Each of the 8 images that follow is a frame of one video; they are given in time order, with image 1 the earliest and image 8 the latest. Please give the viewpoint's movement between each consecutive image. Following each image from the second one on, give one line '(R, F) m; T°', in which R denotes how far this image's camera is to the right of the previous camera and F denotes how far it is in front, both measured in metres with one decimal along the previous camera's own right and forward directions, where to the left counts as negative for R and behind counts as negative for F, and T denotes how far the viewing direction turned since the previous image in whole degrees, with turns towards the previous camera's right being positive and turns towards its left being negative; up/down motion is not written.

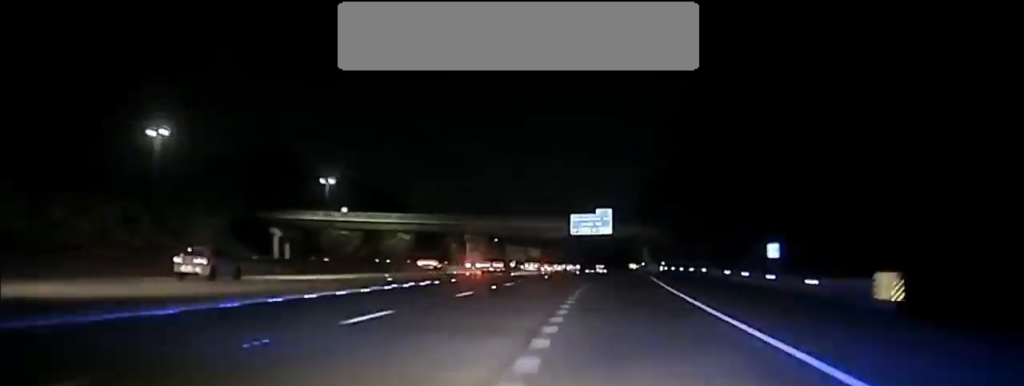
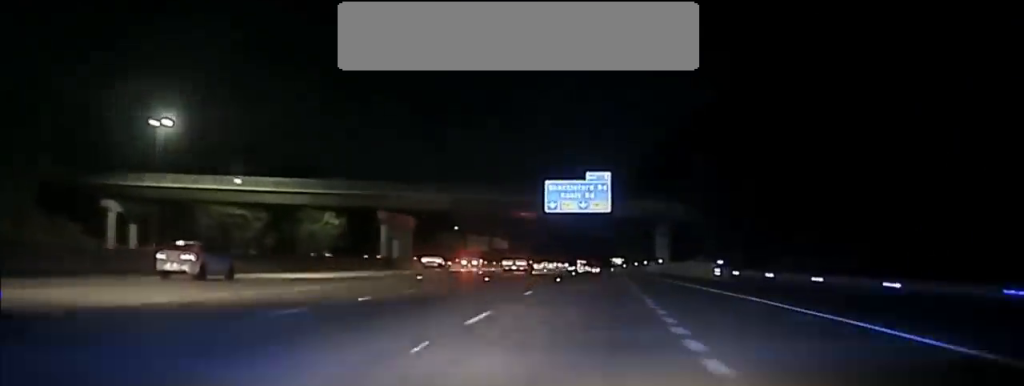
(+0.2, +43.3) m; +1°
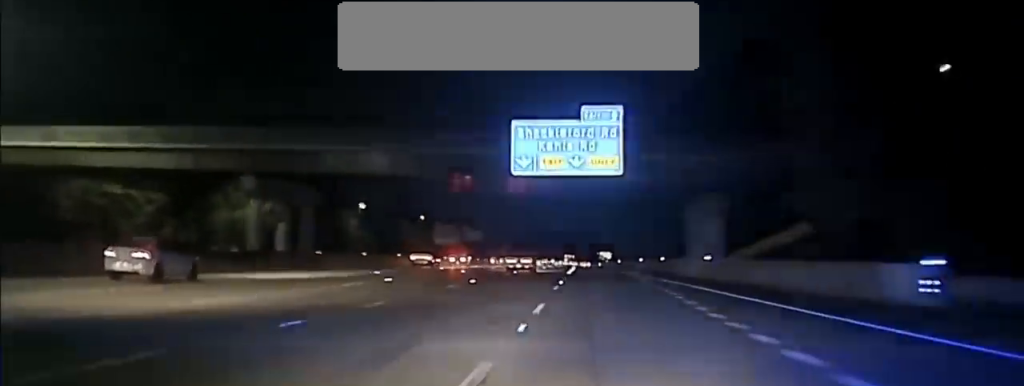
(+0.3, +28.2) m; +1°
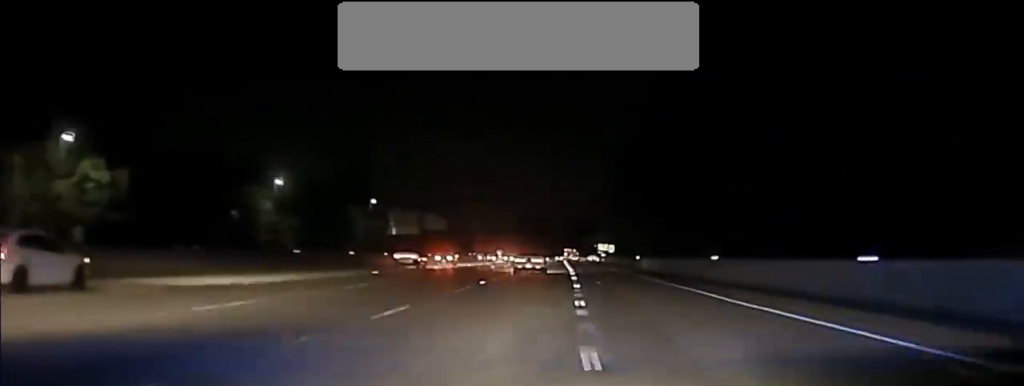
(+0.5, +47.1) m; +1°
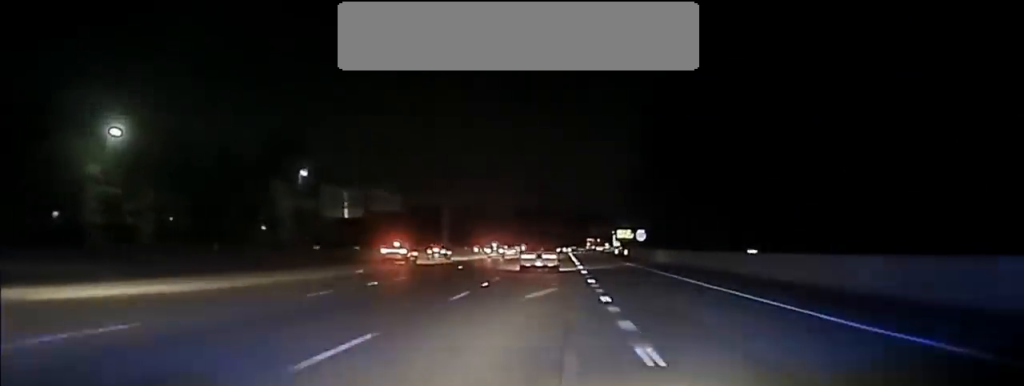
(+0.5, +55.1) m; 0°
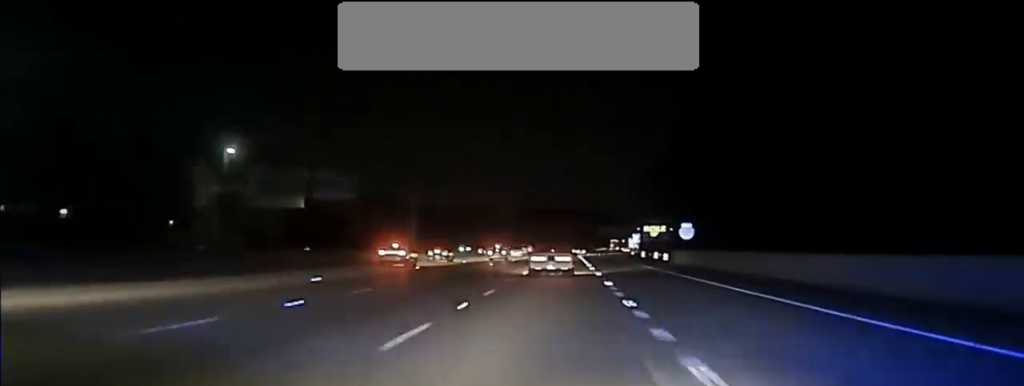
(-0.3, +38.0) m; -1°
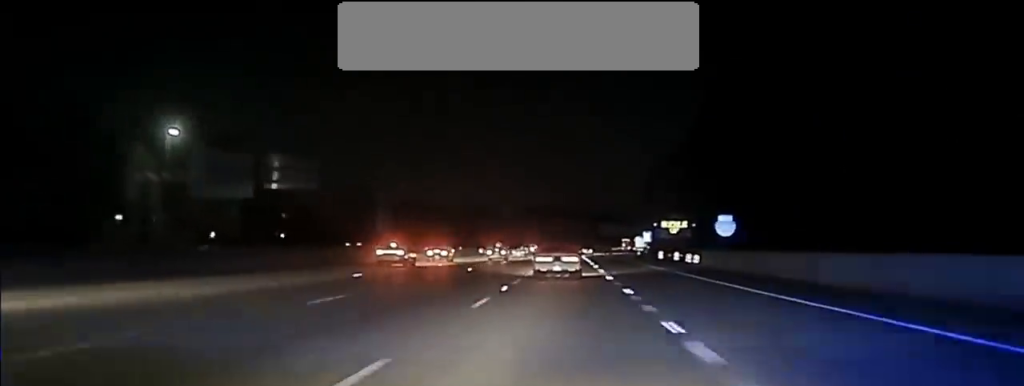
(0.0, +21.3) m; 0°
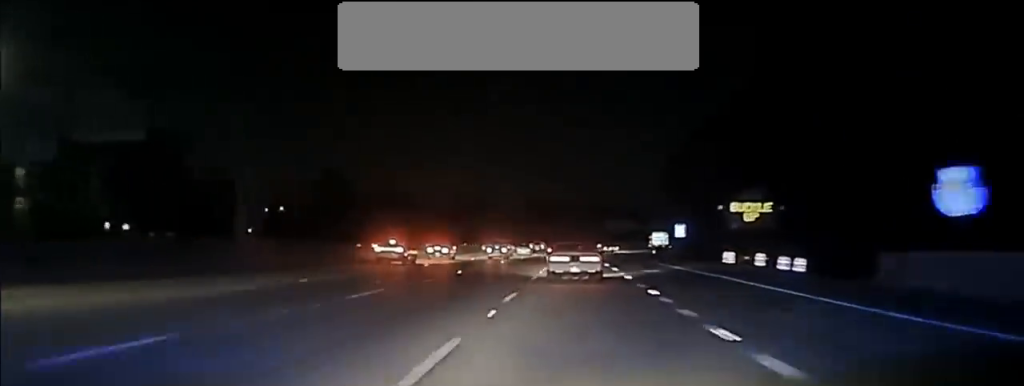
(-0.2, +34.9) m; 0°
